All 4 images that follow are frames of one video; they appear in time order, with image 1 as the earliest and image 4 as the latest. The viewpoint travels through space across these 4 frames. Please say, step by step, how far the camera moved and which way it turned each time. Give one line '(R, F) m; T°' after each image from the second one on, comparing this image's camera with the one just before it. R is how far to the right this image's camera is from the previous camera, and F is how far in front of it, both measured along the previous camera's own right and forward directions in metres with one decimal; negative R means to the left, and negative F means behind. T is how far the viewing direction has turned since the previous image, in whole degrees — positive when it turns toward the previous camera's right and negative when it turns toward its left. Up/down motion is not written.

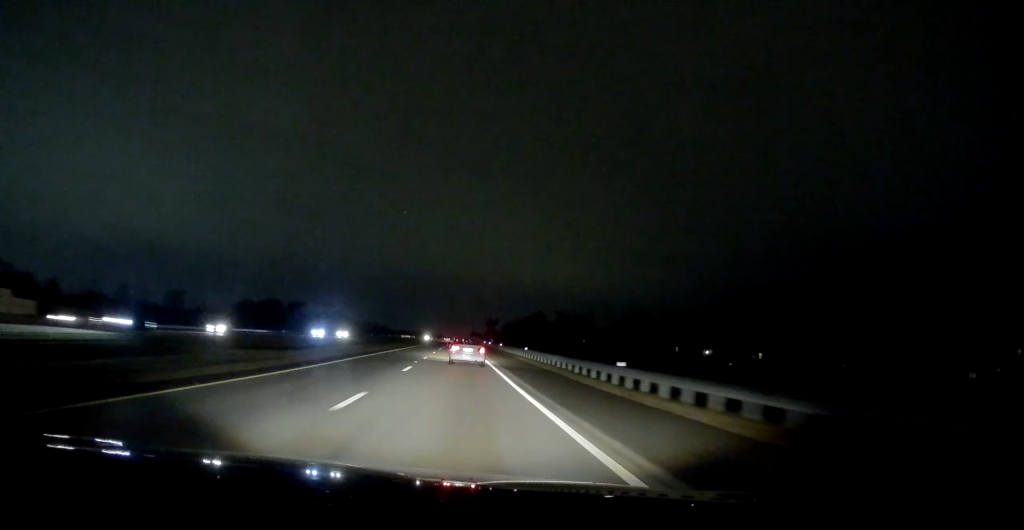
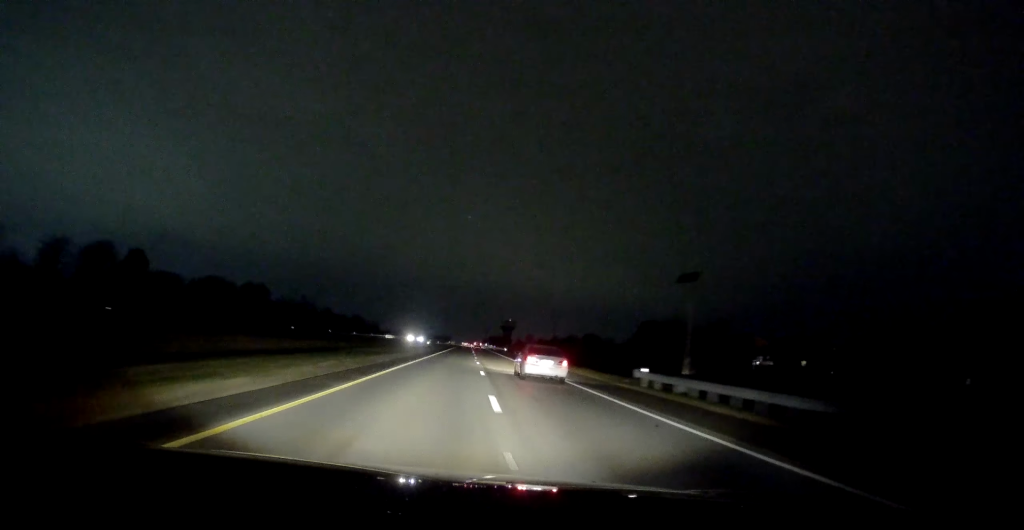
(-0.2, +130.4) m; -1°
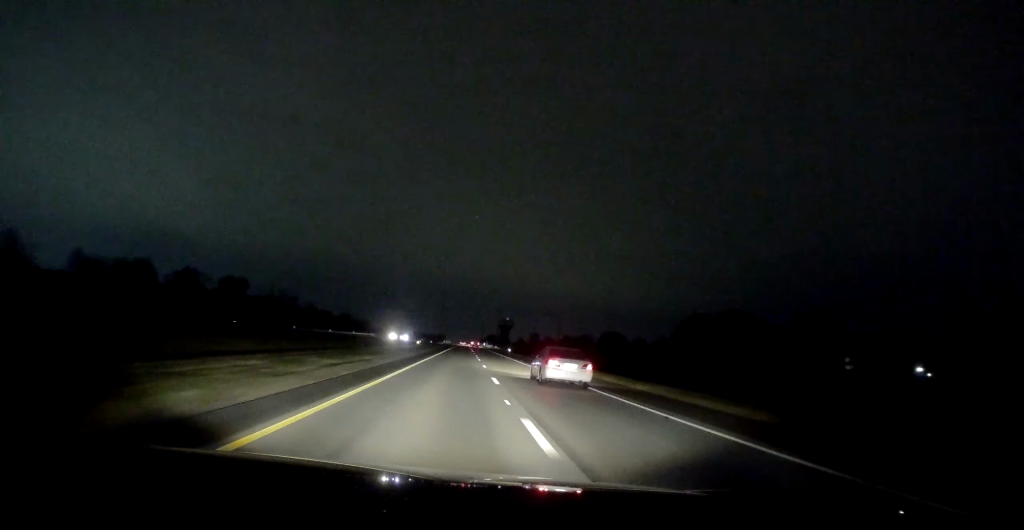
(0.0, +28.0) m; +1°
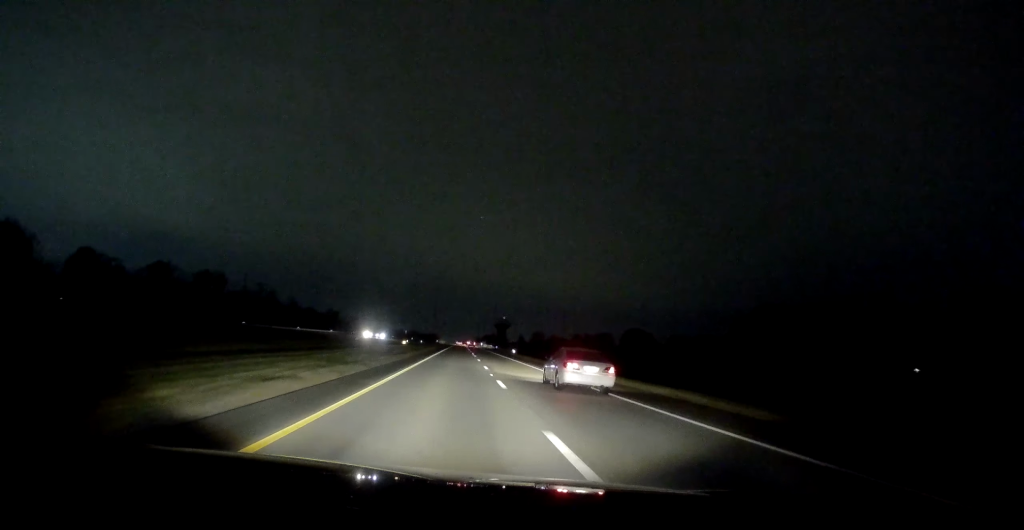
(+0.4, +25.3) m; 0°
